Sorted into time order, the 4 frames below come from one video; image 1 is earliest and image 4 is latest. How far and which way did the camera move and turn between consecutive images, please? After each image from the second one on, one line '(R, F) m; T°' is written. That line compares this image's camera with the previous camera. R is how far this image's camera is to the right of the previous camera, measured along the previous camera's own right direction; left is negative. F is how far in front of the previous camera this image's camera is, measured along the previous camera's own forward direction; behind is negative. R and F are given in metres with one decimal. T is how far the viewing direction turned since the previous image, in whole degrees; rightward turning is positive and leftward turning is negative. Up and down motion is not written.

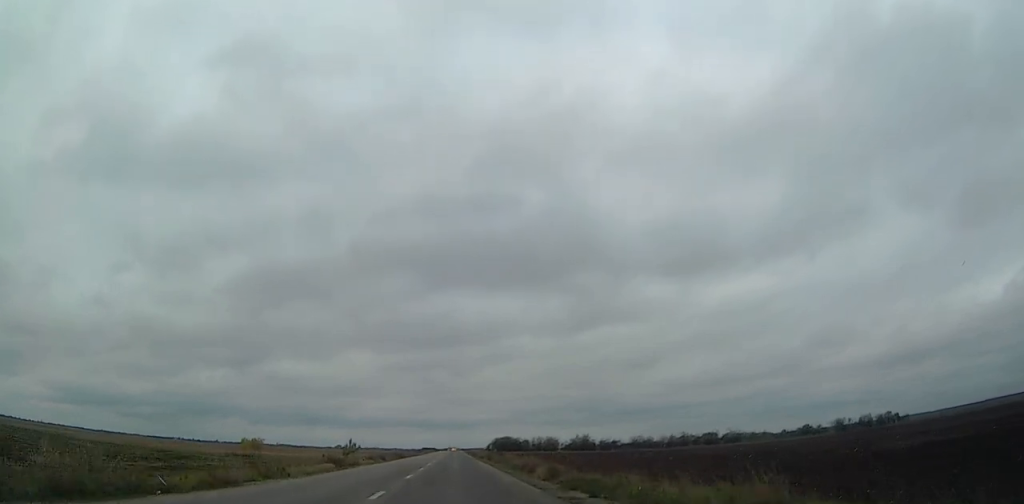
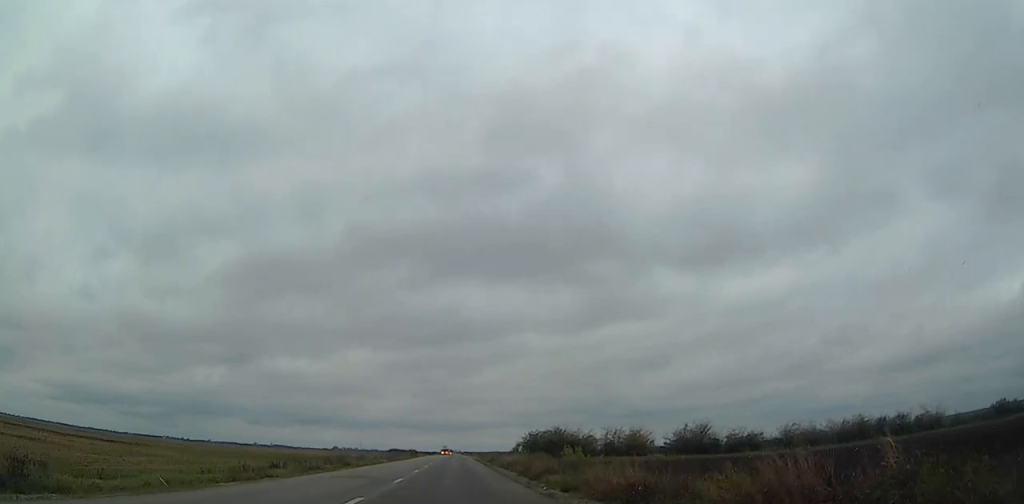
(-0.1, +126.0) m; 0°
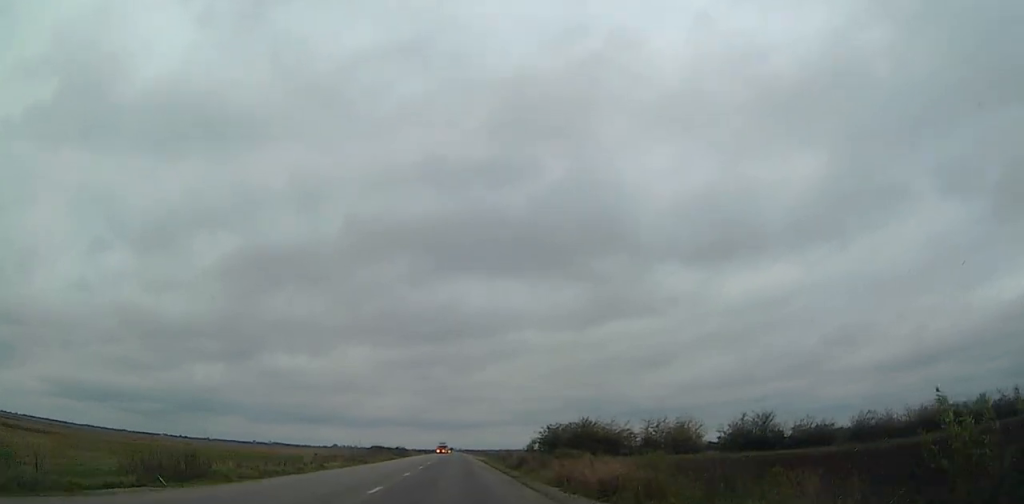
(-0.1, +29.7) m; 0°
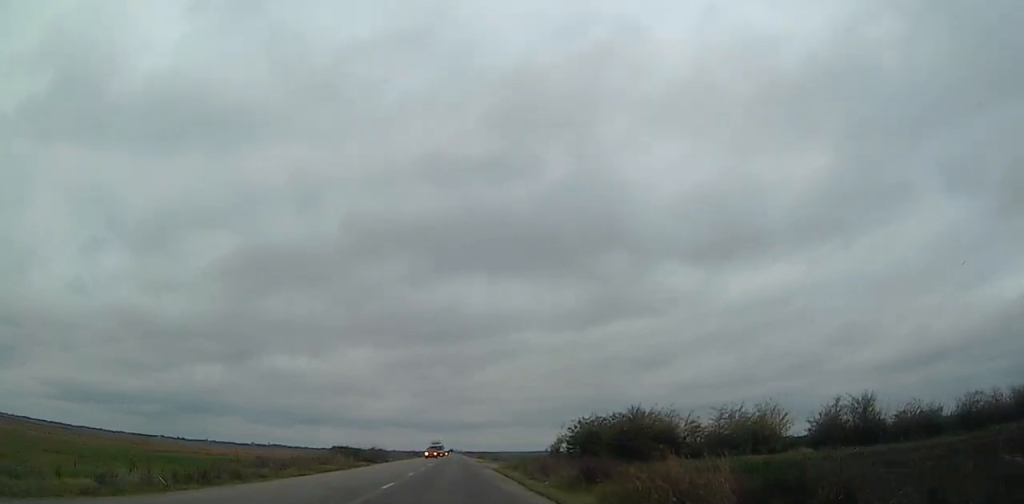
(0.0, +30.9) m; 0°
